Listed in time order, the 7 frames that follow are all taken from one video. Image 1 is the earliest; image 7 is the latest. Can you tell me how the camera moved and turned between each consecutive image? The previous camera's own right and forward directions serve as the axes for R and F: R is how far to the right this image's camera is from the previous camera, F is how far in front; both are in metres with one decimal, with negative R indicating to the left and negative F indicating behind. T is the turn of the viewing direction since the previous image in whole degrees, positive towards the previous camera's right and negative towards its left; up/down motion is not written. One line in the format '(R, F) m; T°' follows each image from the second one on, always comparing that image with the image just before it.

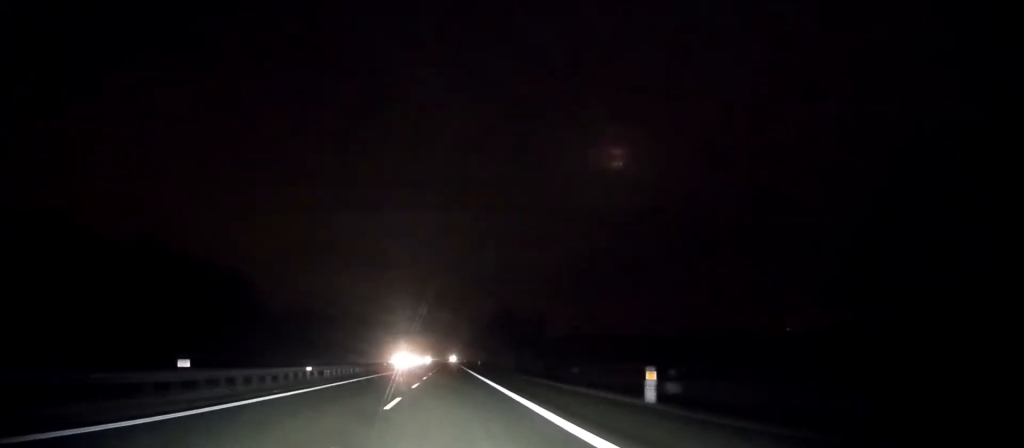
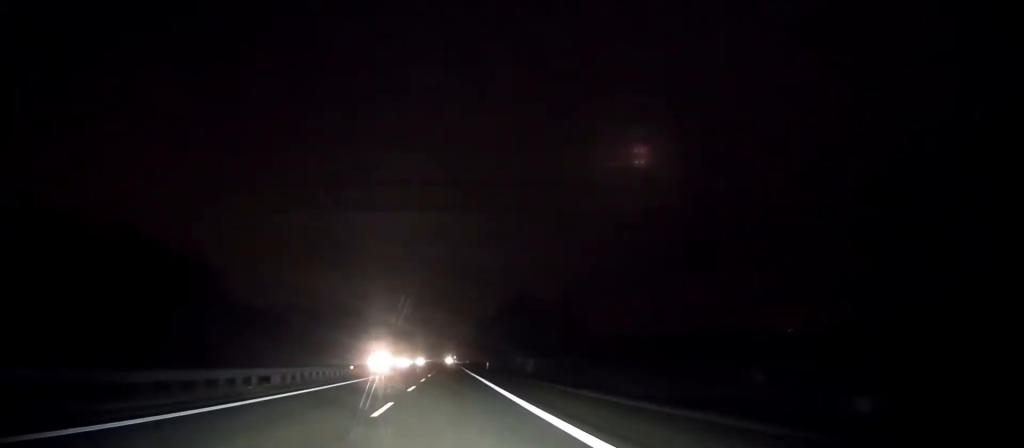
(0.0, +26.0) m; 0°
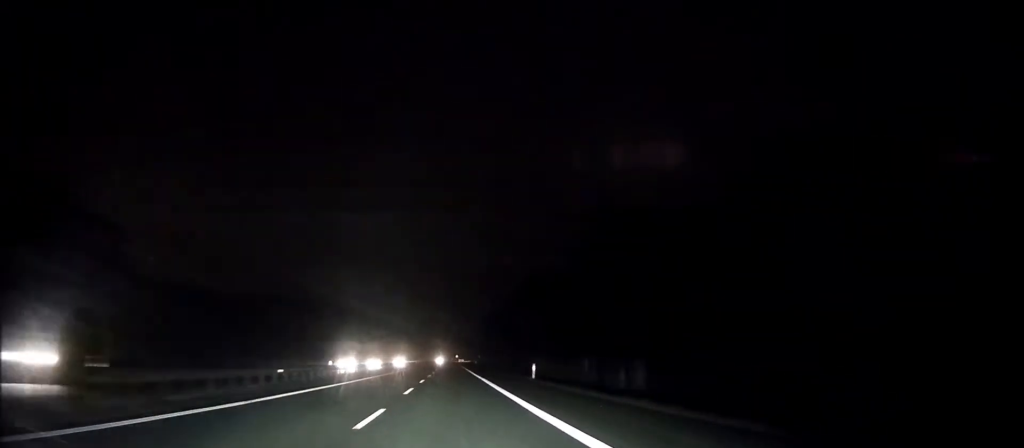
(+0.1, +50.8) m; 0°
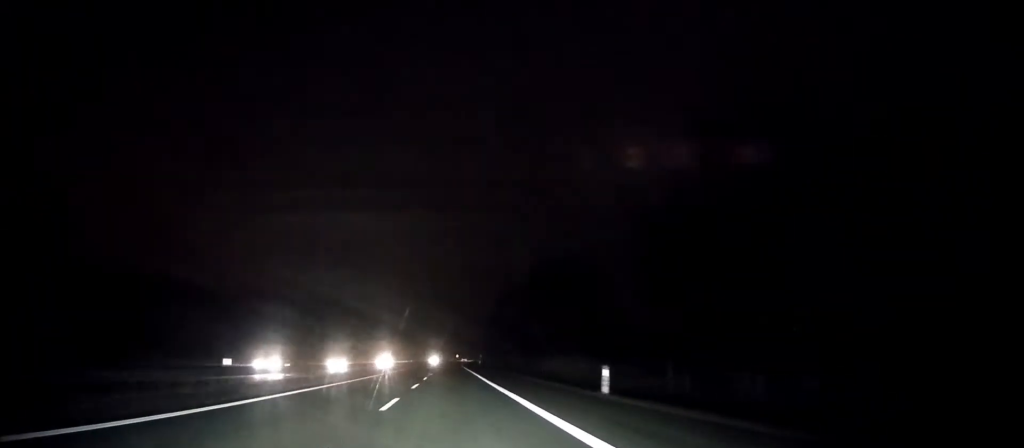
(0.0, +19.9) m; 0°
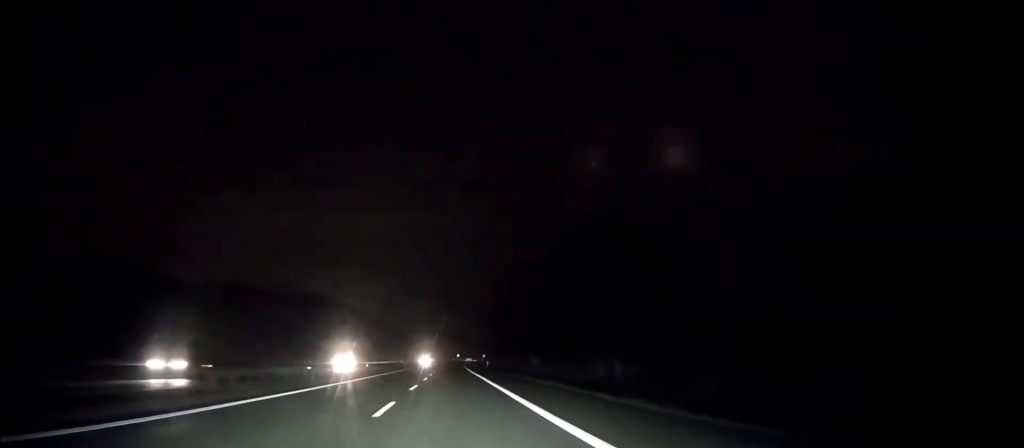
(-0.1, +25.8) m; 0°
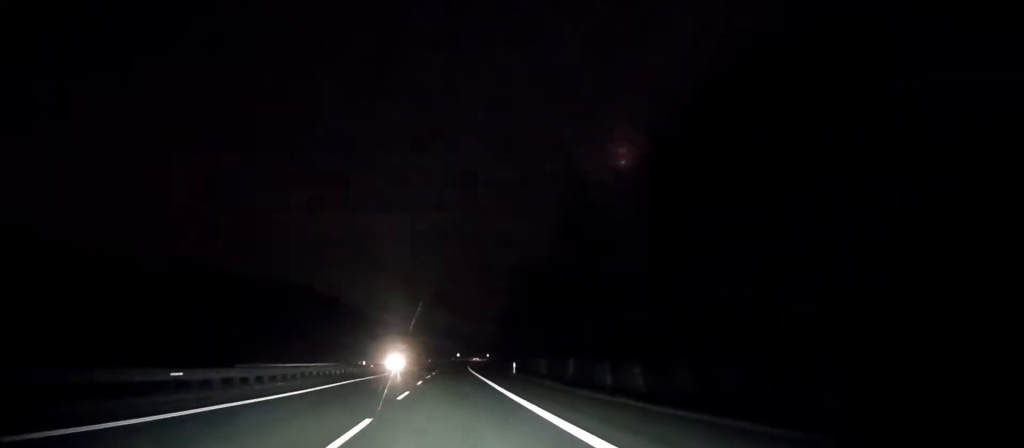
(0.0, +41.7) m; 0°
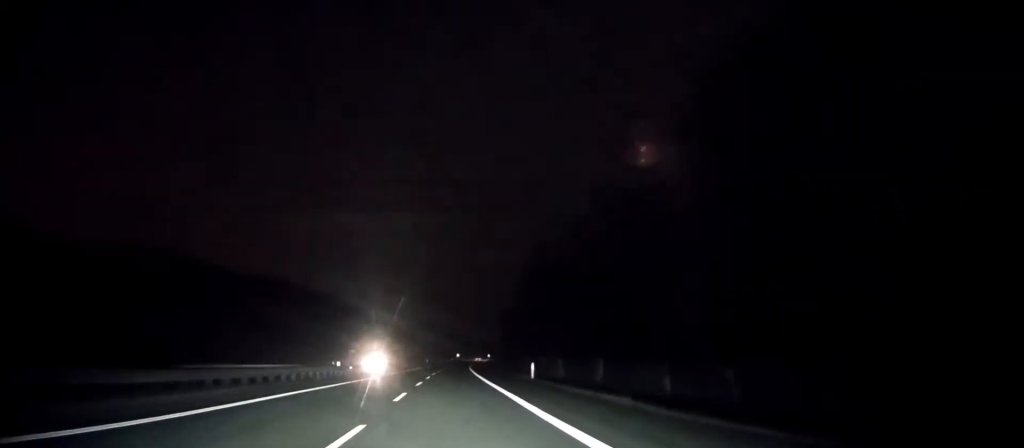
(0.0, +12.9) m; 0°
